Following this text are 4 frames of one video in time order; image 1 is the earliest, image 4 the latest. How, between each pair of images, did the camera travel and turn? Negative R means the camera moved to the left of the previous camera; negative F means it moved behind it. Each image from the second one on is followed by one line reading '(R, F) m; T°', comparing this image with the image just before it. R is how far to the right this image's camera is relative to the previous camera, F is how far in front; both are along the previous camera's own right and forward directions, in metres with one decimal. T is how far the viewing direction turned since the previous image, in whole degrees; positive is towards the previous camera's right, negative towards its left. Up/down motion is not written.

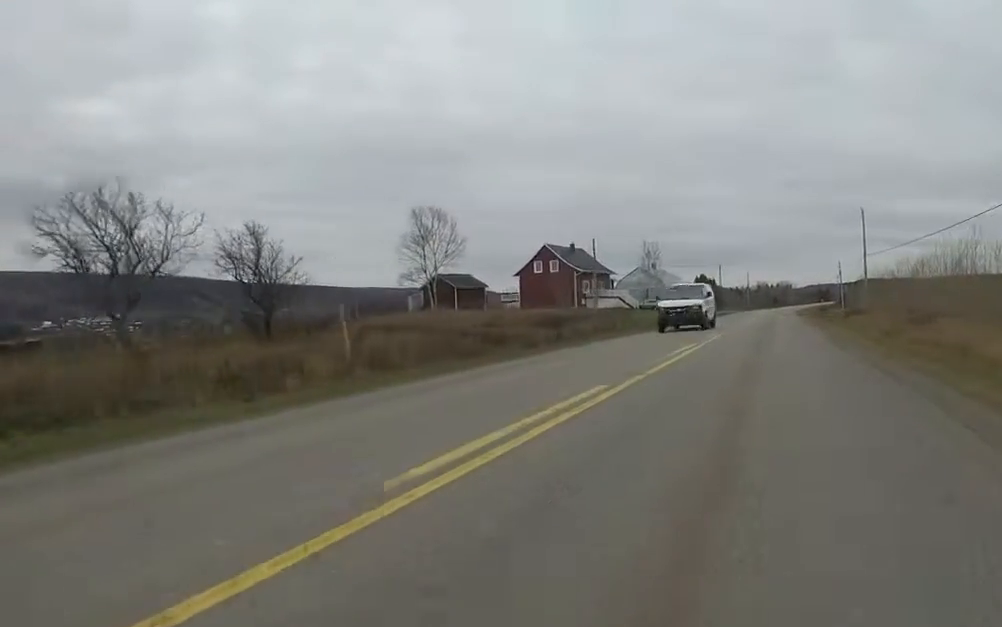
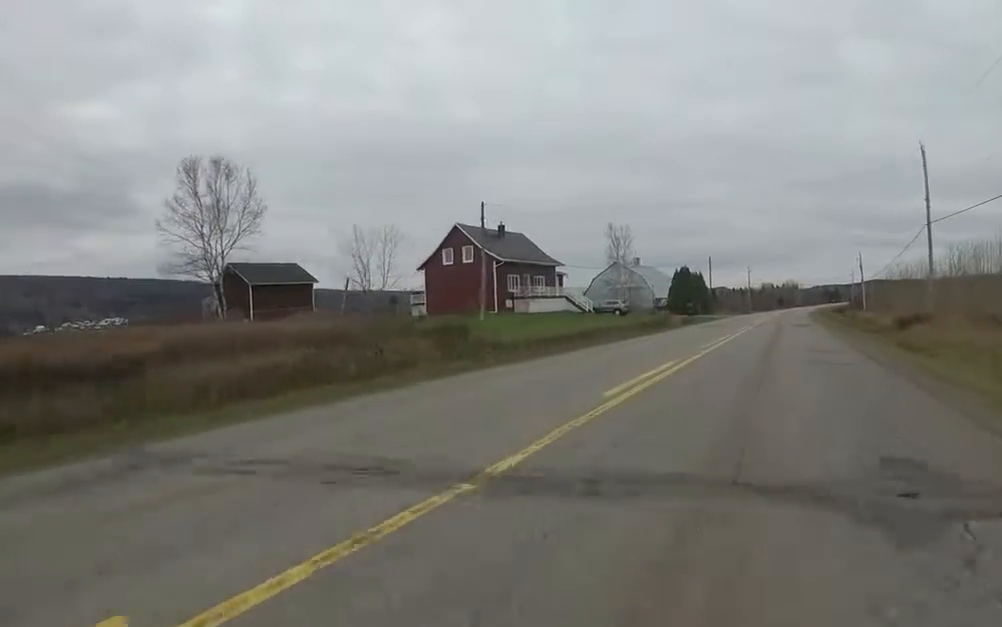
(+1.1, +22.6) m; +3°
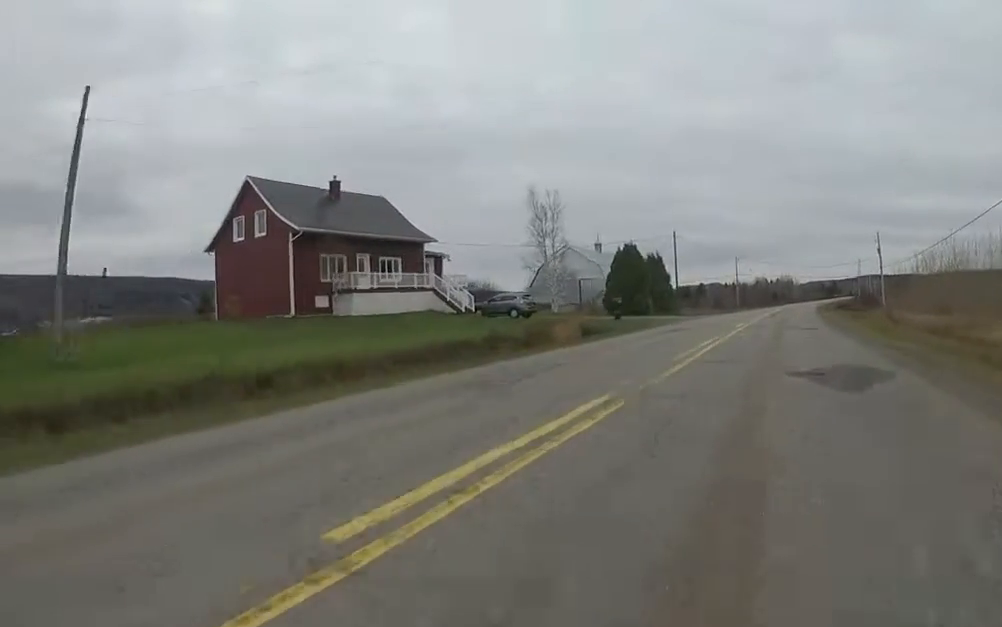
(-0.5, +23.3) m; +3°
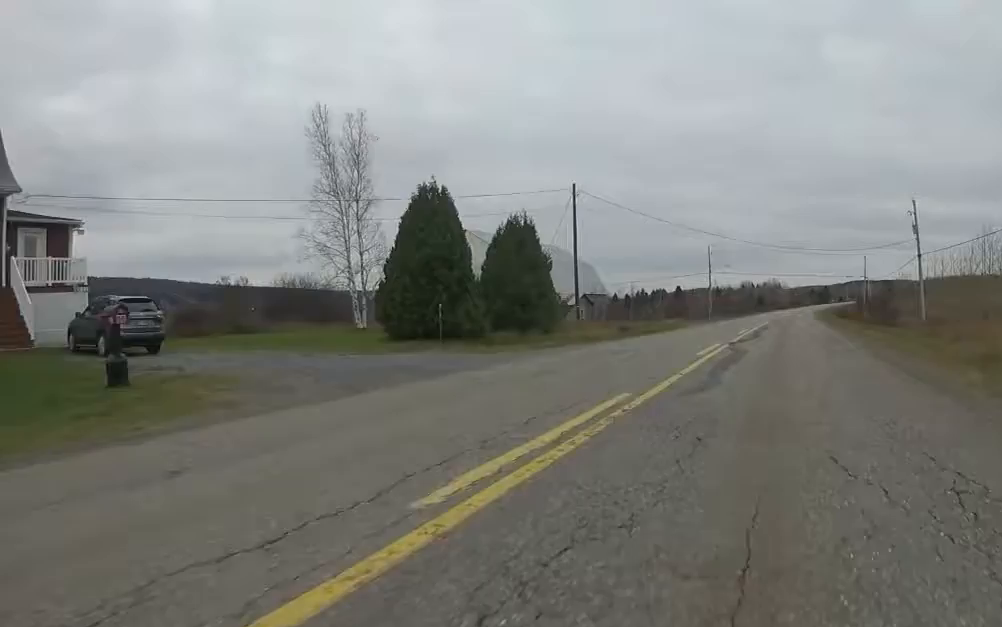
(+0.6, +25.3) m; 0°
